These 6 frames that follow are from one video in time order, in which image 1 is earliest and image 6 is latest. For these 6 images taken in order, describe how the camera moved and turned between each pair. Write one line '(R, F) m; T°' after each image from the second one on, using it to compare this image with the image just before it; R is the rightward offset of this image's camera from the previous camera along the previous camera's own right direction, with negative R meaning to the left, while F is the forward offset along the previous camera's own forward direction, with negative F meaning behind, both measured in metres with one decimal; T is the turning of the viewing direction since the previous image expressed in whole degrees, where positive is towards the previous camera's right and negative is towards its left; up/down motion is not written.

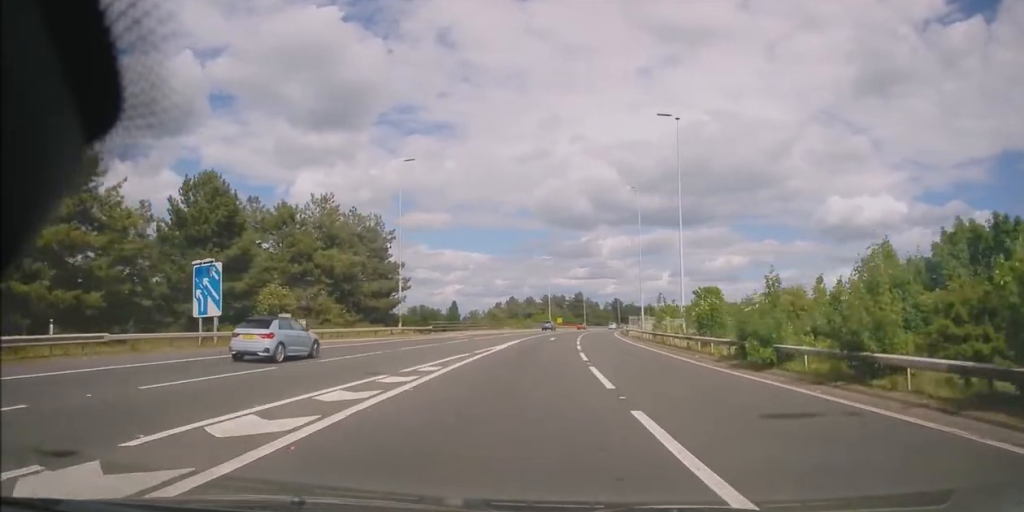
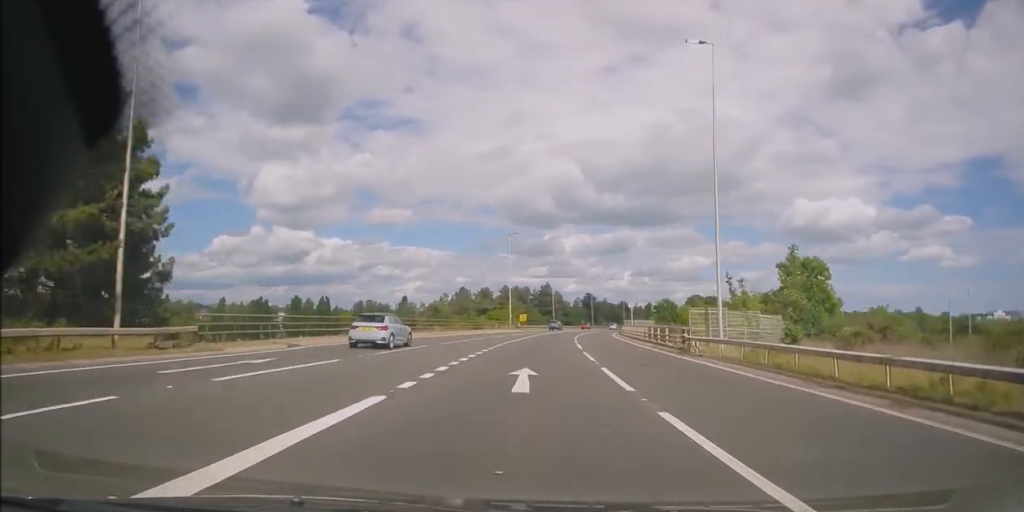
(+1.0, +35.0) m; +4°
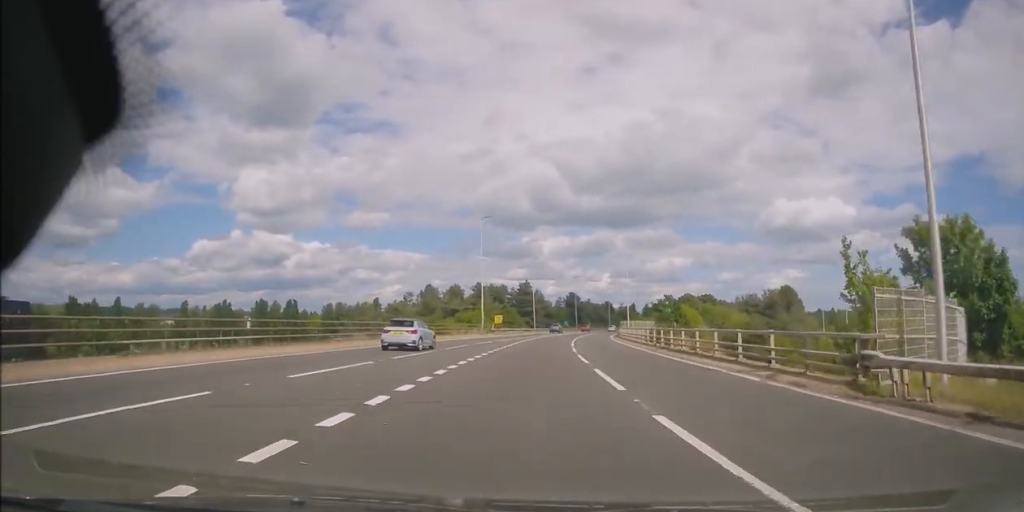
(+0.4, +17.4) m; +1°
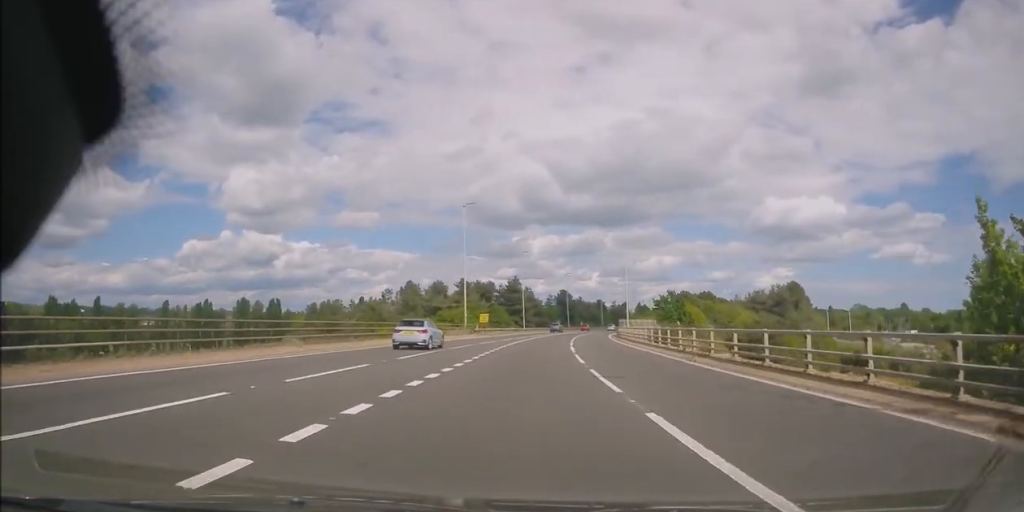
(0.0, +8.8) m; +1°
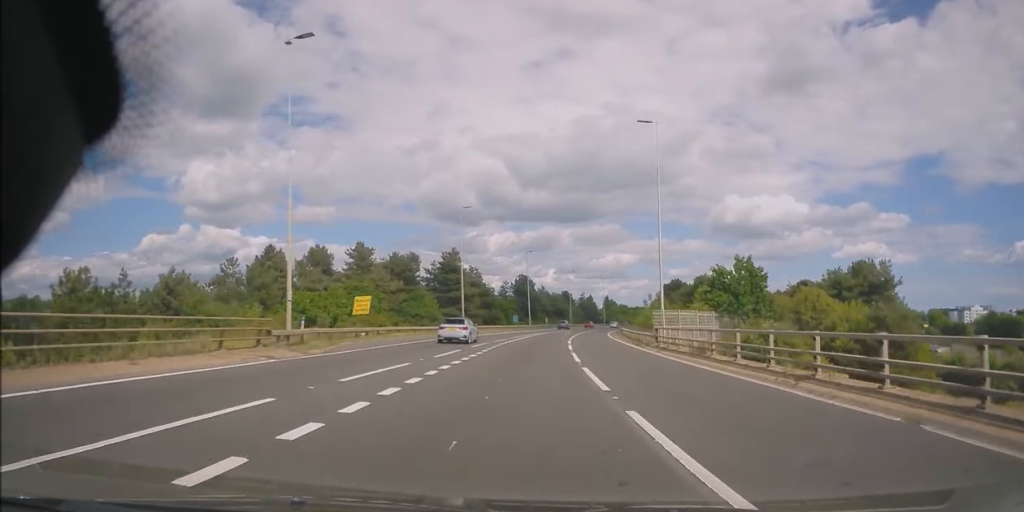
(+2.2, +44.0) m; +5°
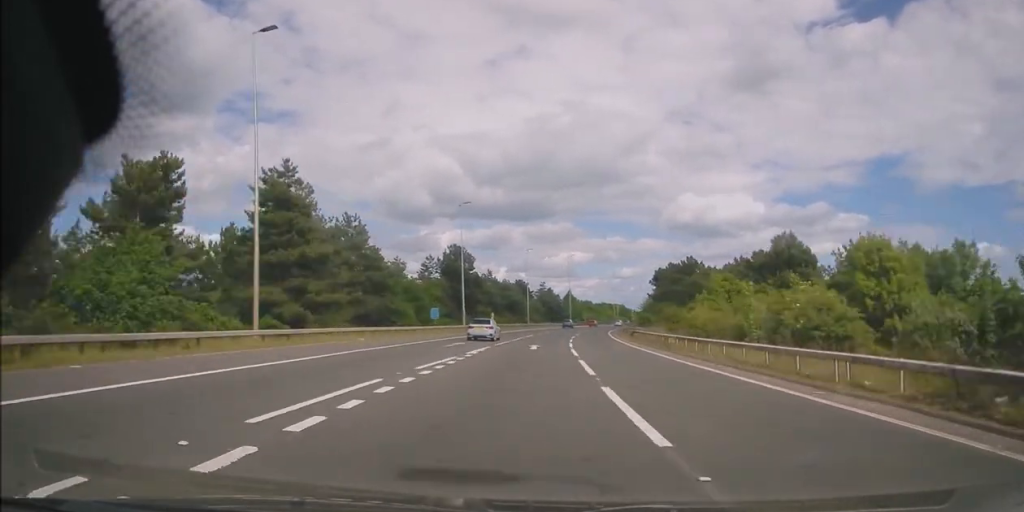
(+1.8, +49.8) m; +4°
